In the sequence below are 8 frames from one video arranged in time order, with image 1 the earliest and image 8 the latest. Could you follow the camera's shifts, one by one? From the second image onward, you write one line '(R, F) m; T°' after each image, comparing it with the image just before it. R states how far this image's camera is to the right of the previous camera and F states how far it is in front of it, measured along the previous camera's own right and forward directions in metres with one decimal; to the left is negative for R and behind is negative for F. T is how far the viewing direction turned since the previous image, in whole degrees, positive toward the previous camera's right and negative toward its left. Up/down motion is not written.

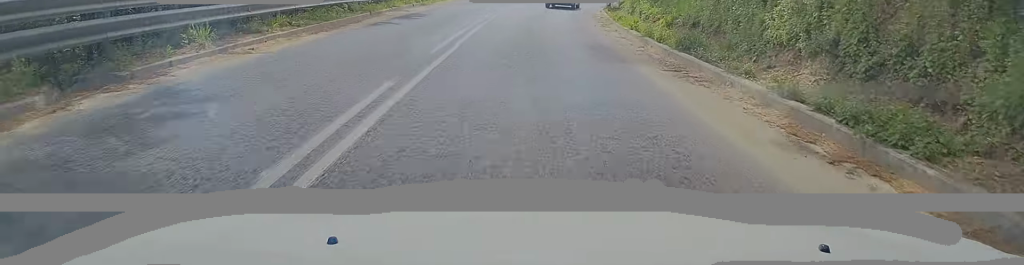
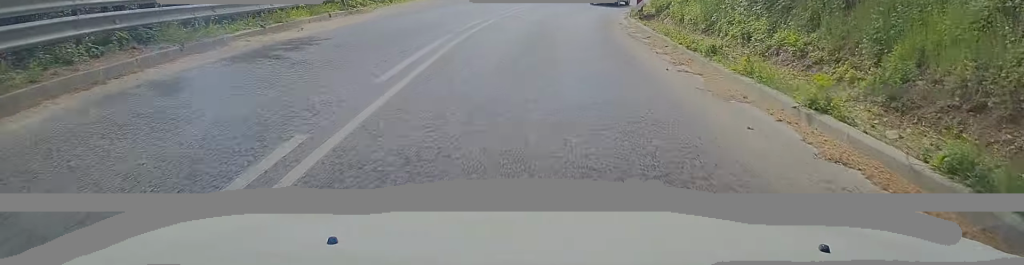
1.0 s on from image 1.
(+0.3, +12.3) m; +2°
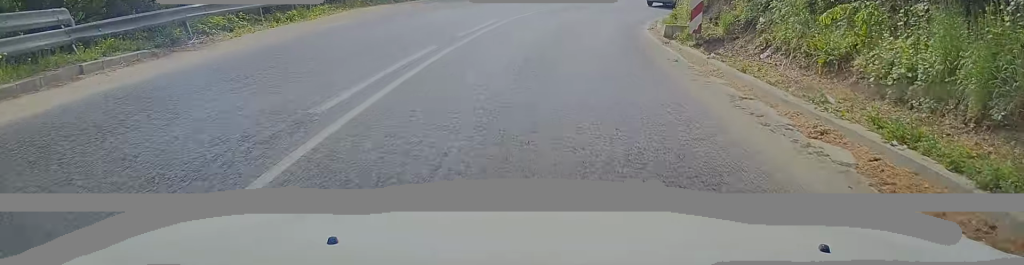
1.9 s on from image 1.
(+0.1, +10.7) m; +2°
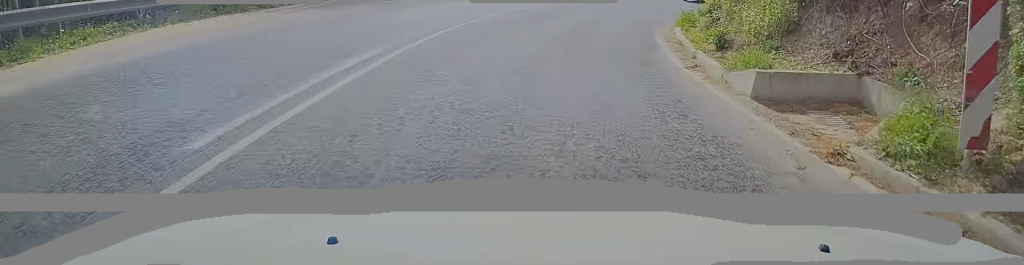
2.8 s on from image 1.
(+0.2, +10.9) m; +3°
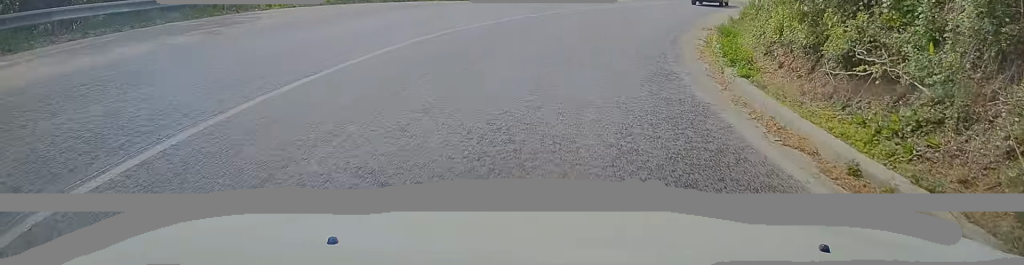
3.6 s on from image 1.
(+0.3, +9.6) m; +5°
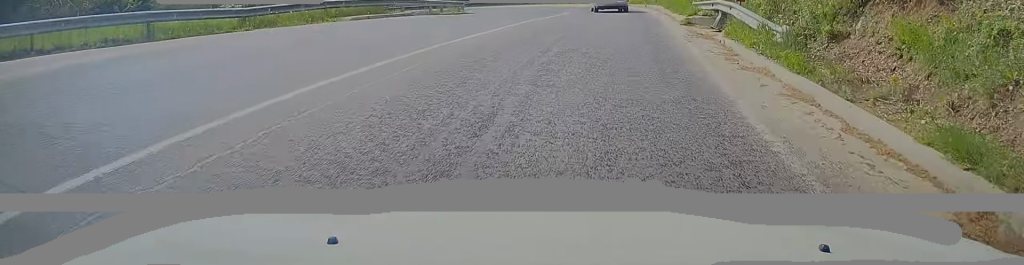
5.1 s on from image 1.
(+2.0, +17.0) m; +16°
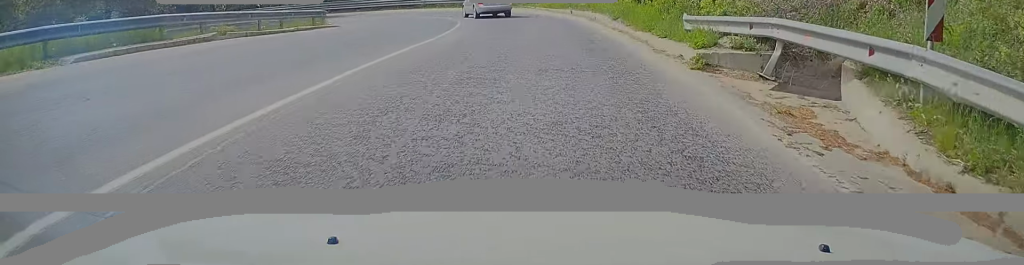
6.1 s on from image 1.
(+1.1, +11.6) m; +7°
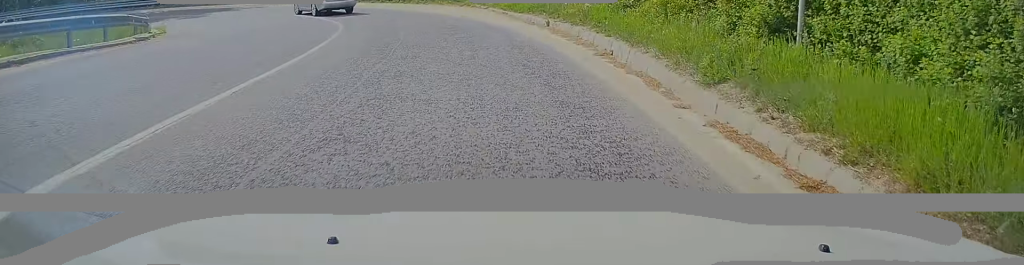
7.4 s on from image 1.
(+0.5, +14.7) m; 0°
